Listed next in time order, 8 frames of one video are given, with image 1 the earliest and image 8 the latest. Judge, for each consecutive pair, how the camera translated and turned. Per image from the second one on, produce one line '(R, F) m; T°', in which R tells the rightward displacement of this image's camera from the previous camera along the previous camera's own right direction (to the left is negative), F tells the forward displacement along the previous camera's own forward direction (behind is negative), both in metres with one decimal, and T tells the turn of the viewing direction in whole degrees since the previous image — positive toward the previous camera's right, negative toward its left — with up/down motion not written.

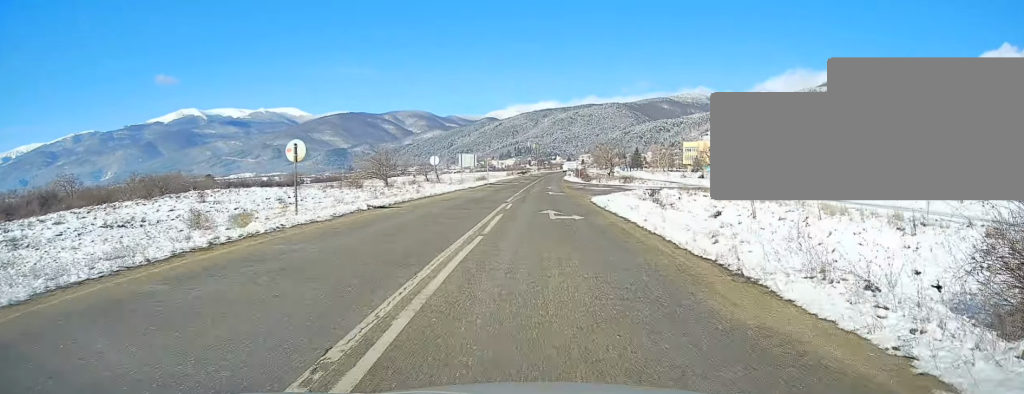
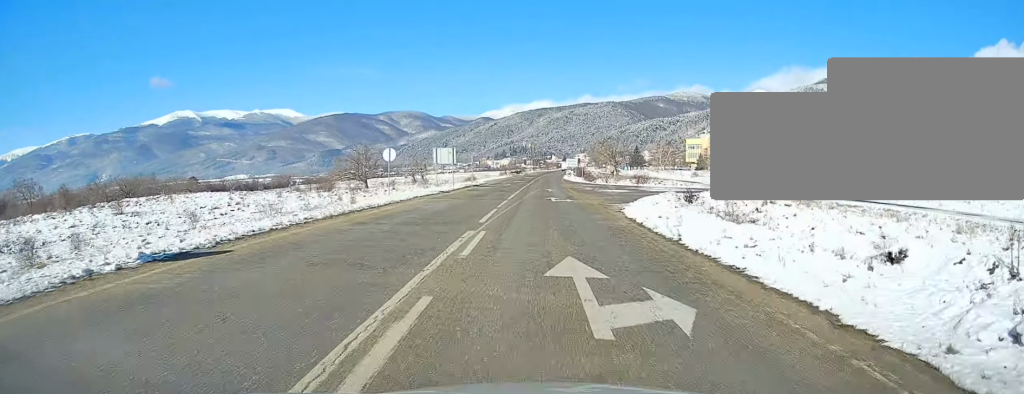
(+0.1, +14.1) m; 0°
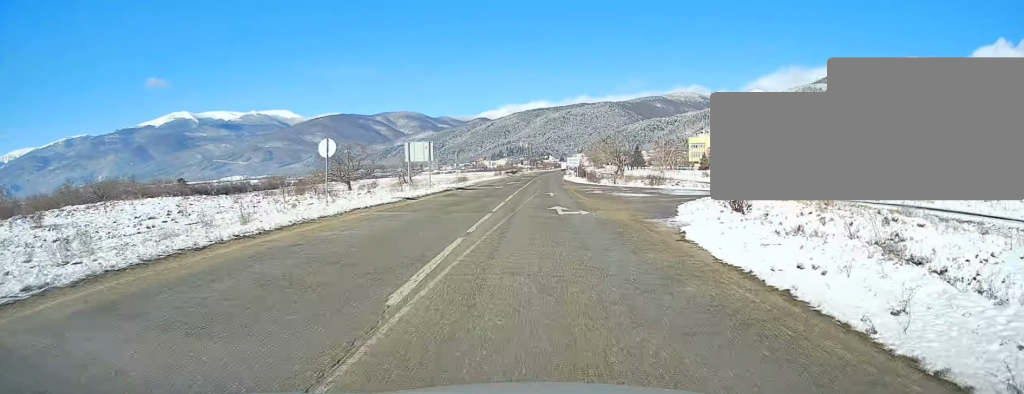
(+0.1, +10.2) m; 0°
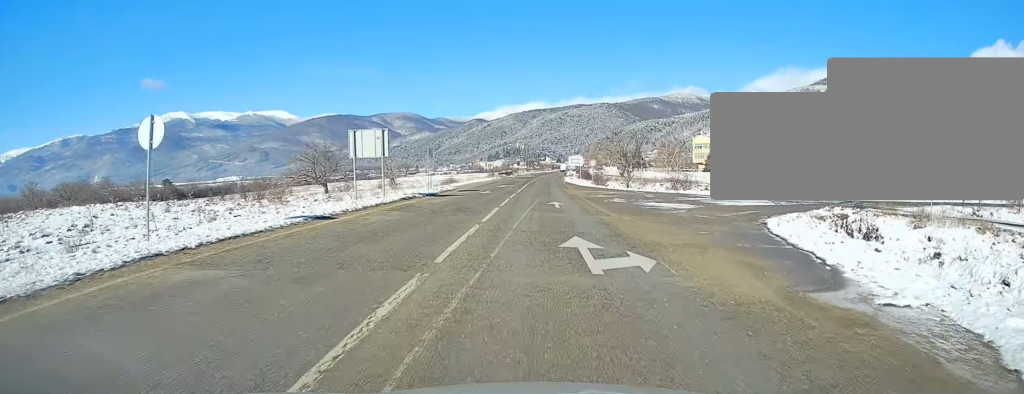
(0.0, +11.8) m; 0°
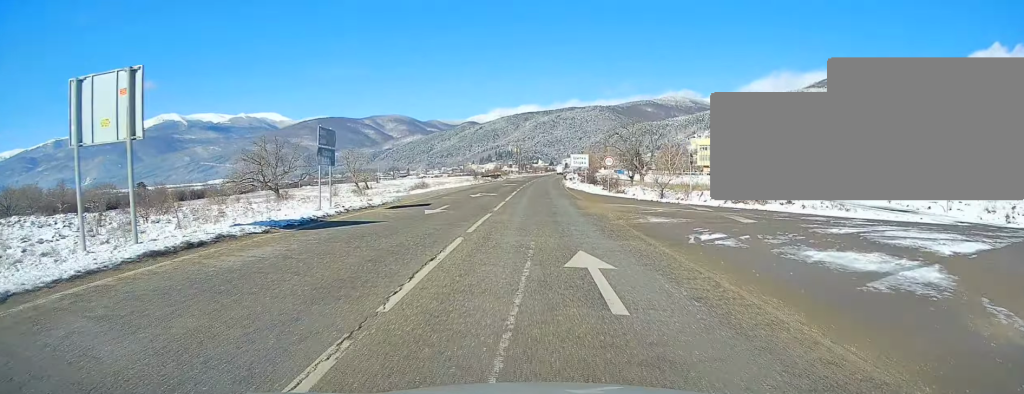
(0.0, +18.2) m; +1°
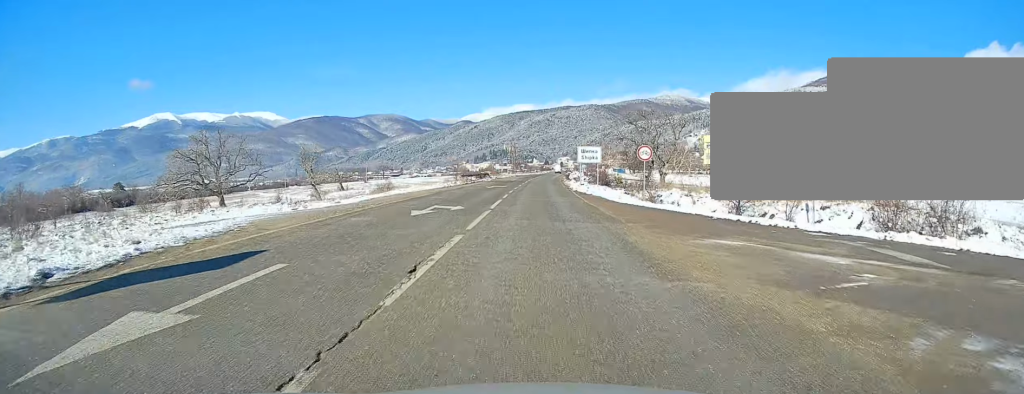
(+0.2, +16.0) m; +1°
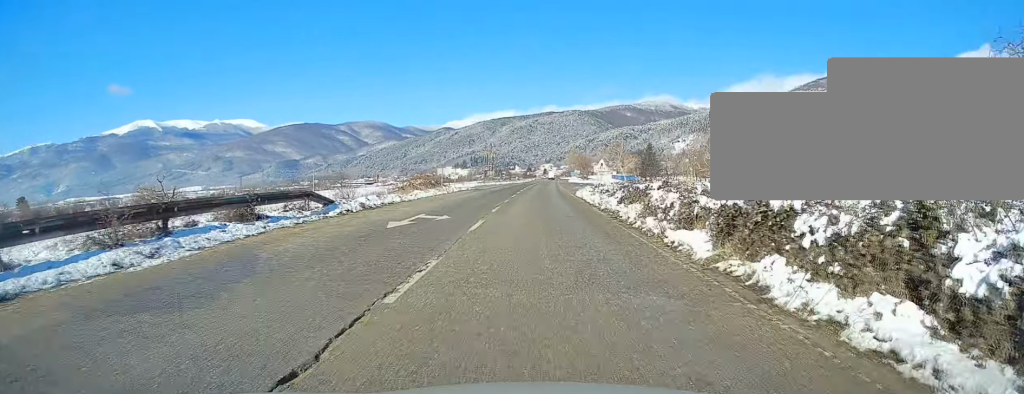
(+0.5, +60.2) m; +1°
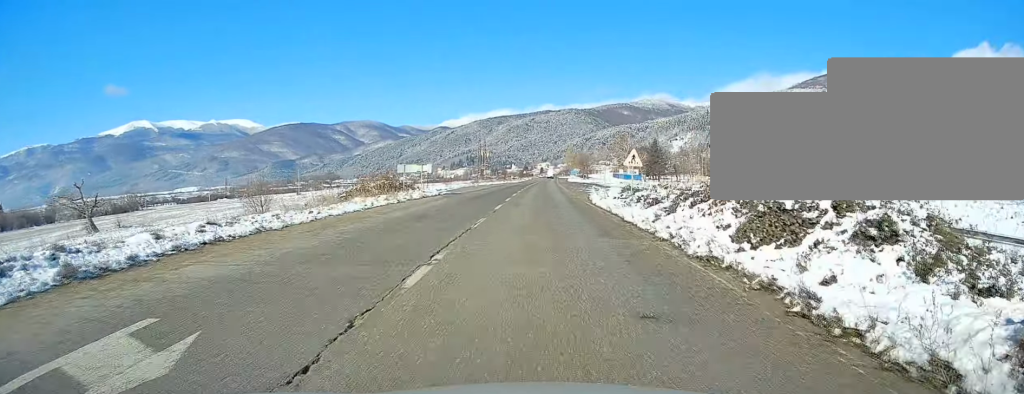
(0.0, +14.4) m; 0°
